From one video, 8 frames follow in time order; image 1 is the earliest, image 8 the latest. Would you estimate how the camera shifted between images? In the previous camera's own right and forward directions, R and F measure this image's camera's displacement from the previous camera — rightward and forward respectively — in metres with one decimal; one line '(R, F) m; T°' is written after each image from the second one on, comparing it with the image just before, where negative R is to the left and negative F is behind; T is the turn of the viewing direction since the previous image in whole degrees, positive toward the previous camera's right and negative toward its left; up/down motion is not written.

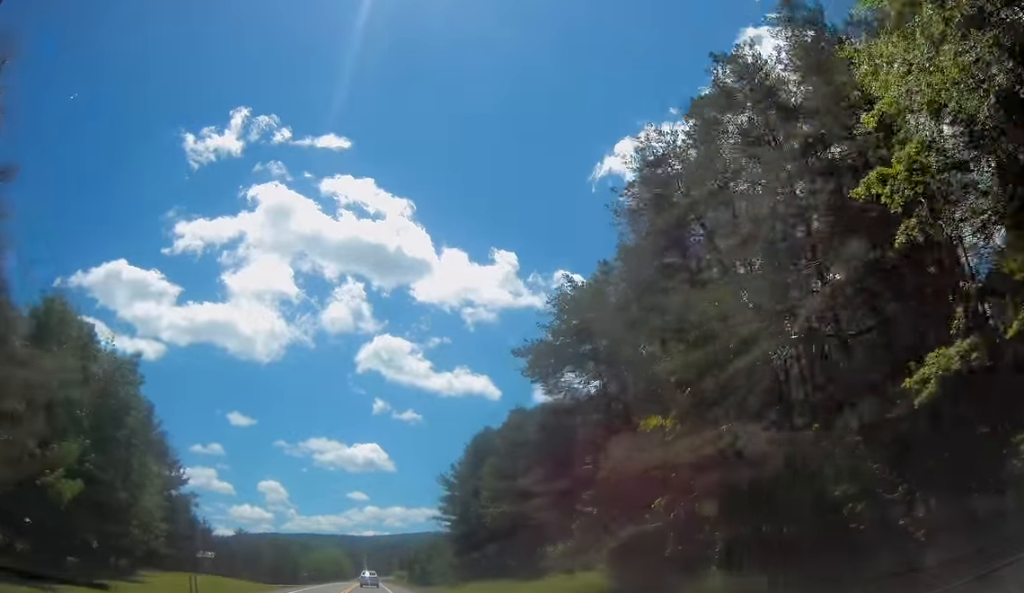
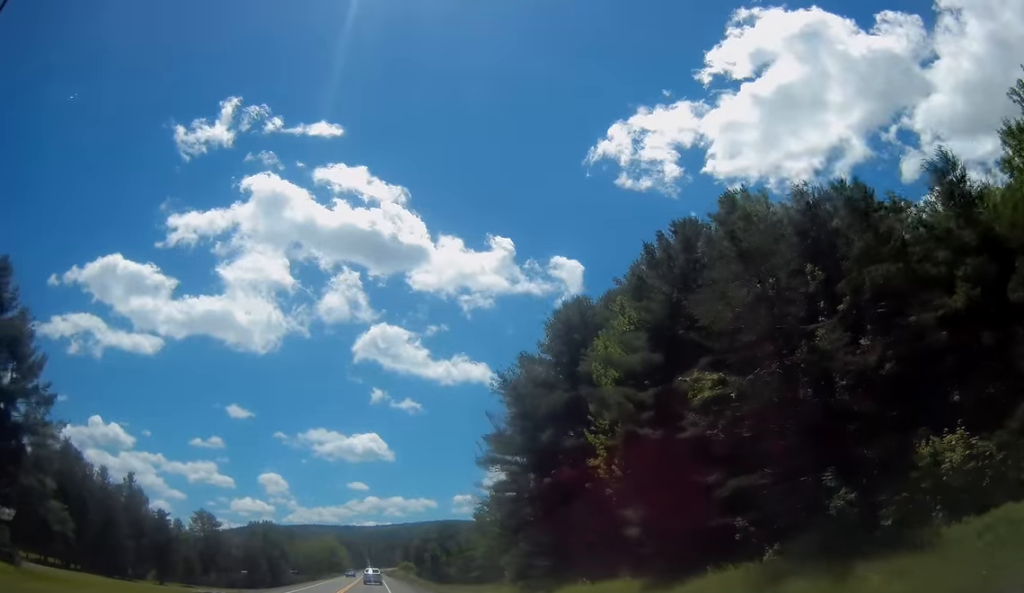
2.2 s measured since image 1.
(+0.5, +40.5) m; 0°
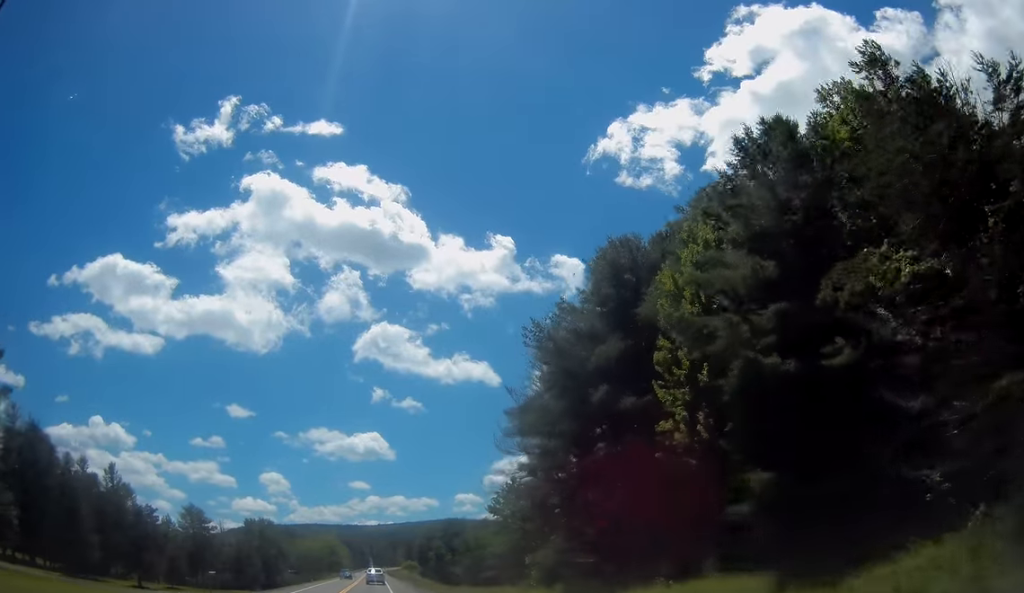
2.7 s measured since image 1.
(-0.1, +9.4) m; -1°
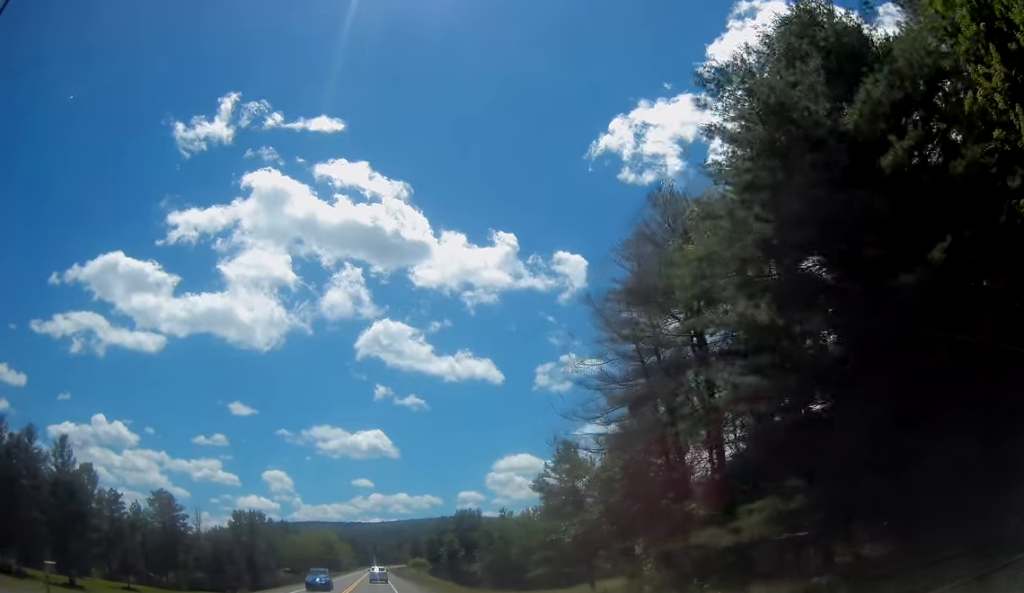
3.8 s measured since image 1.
(-0.1, +20.6) m; +1°
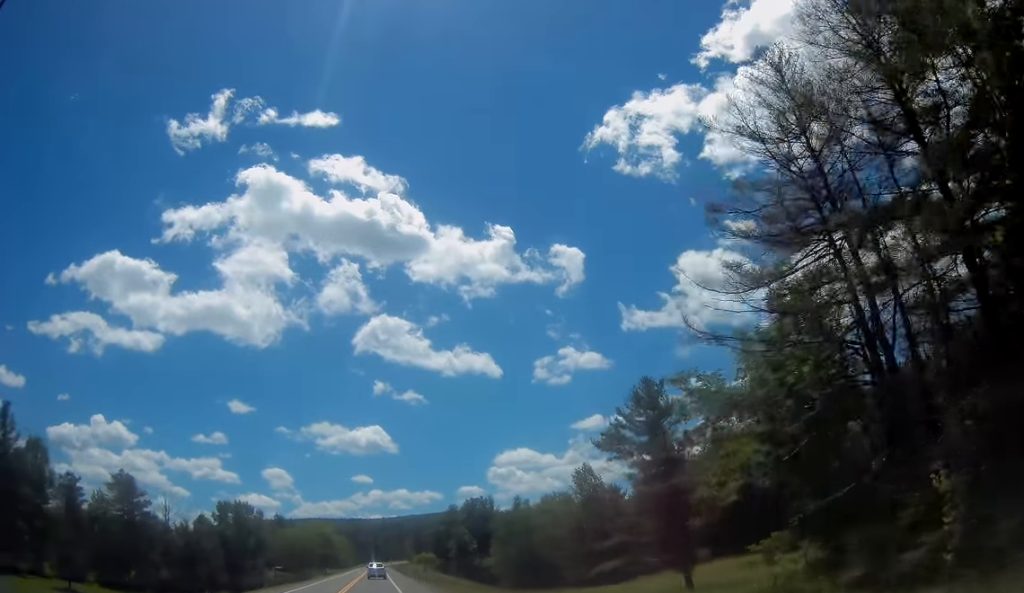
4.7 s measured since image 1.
(+0.3, +17.6) m; -1°
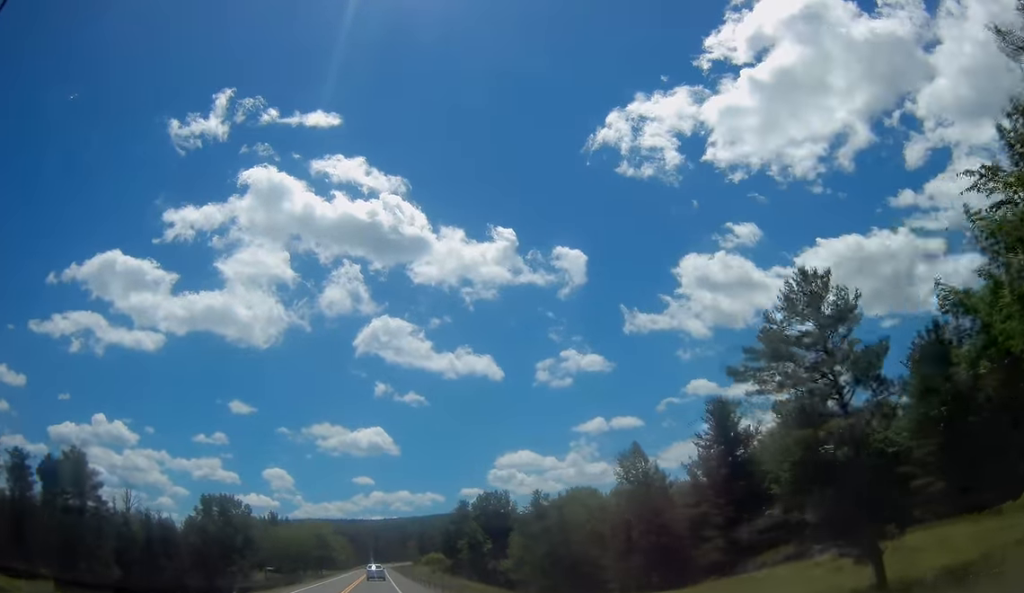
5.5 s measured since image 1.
(-0.4, +16.4) m; -1°
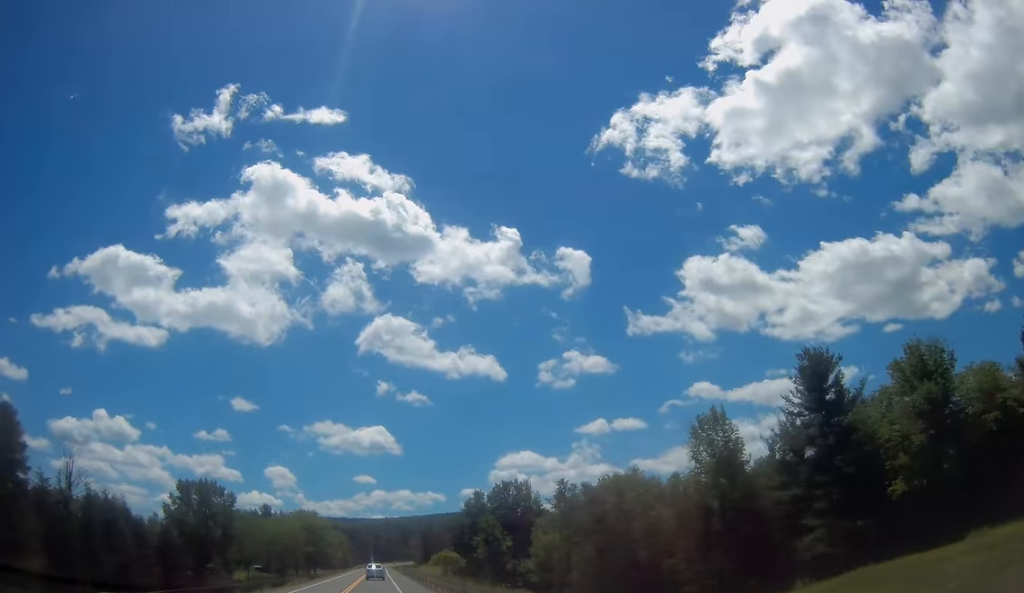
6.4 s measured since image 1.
(0.0, +17.2) m; 0°
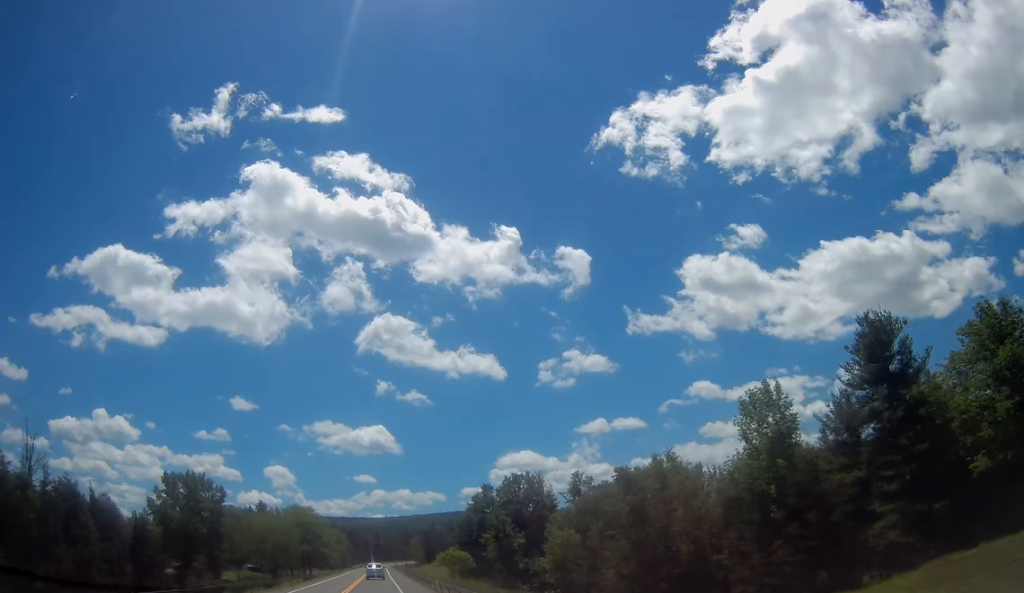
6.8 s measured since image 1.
(+0.1, +8.7) m; 0°
